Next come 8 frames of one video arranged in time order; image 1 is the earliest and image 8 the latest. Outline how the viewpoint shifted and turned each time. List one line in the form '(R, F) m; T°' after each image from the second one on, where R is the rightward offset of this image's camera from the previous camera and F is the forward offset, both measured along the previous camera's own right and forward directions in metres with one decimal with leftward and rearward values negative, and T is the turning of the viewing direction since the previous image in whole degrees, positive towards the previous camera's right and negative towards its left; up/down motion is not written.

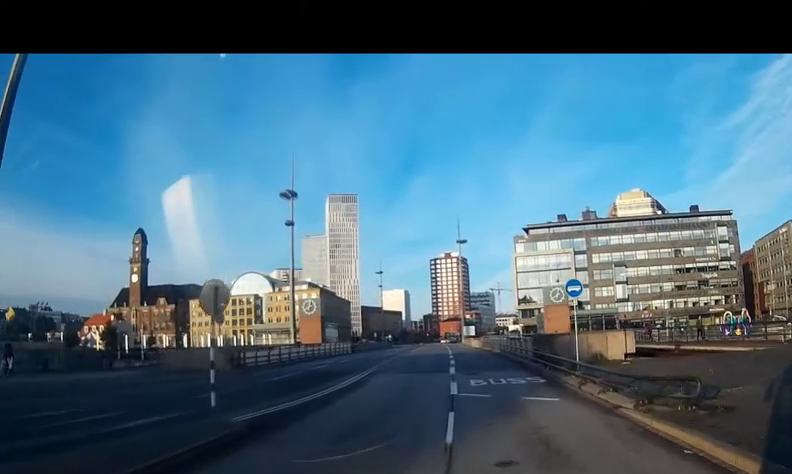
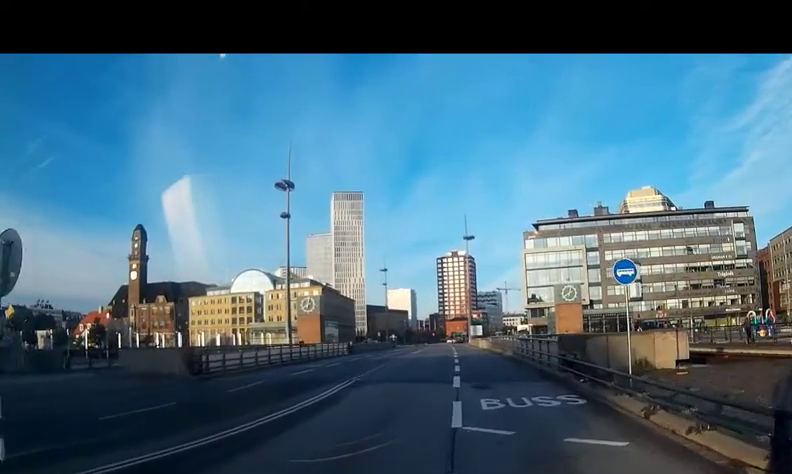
(+0.3, +4.9) m; -1°
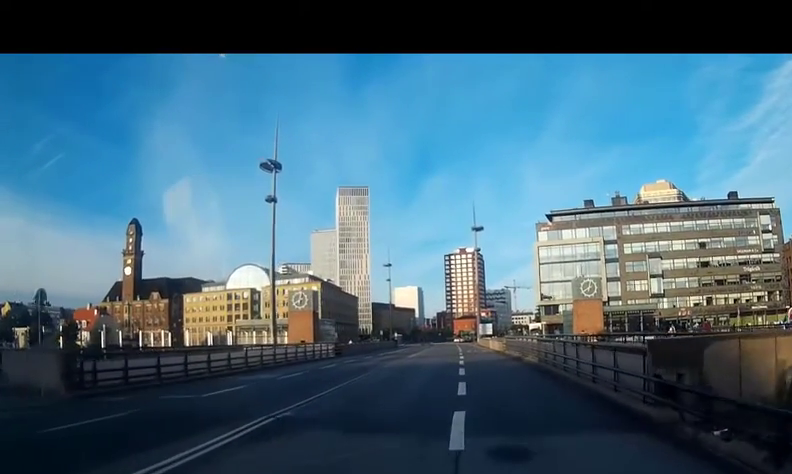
(-0.5, +8.0) m; -1°
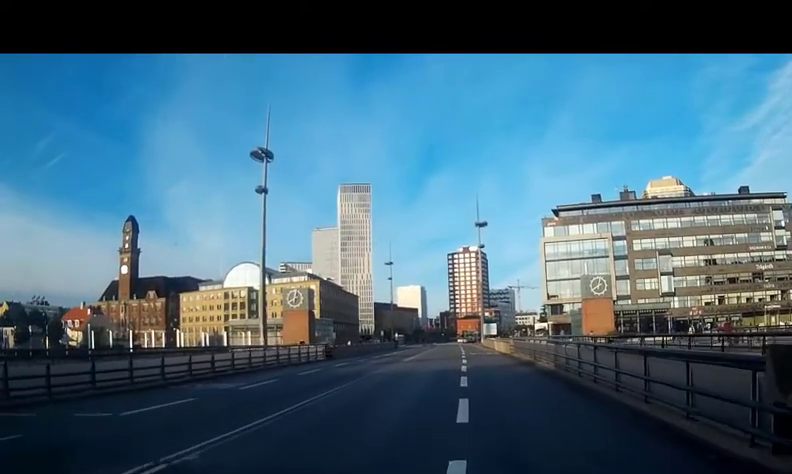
(+0.3, +4.0) m; +1°
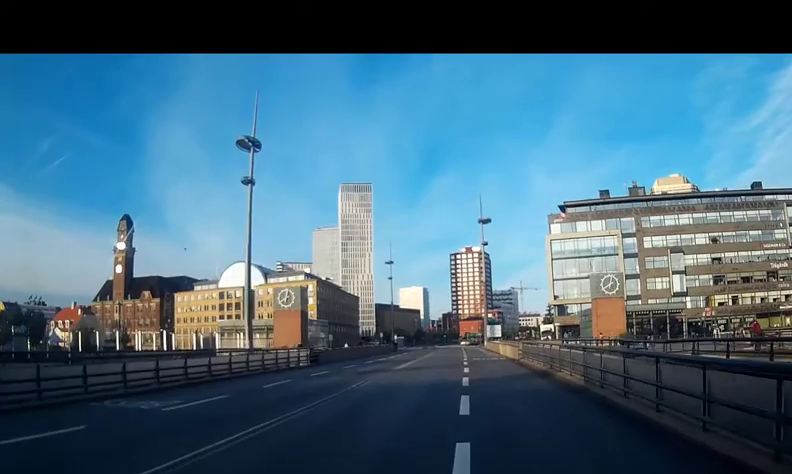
(-0.1, +4.8) m; -1°
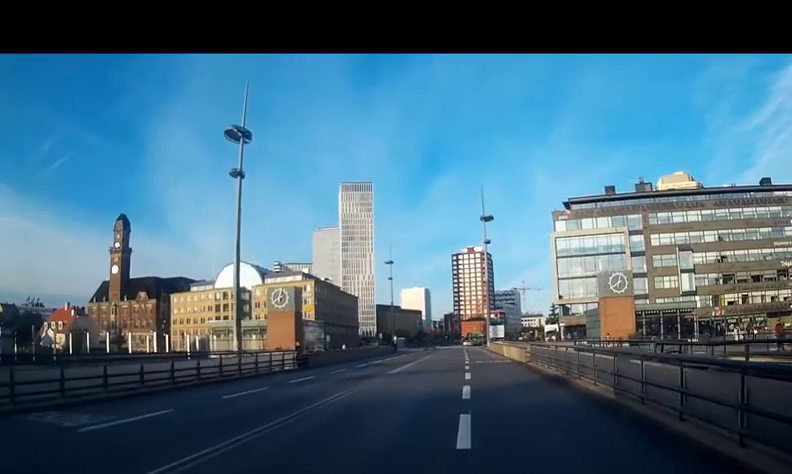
(-0.1, +3.3) m; -1°
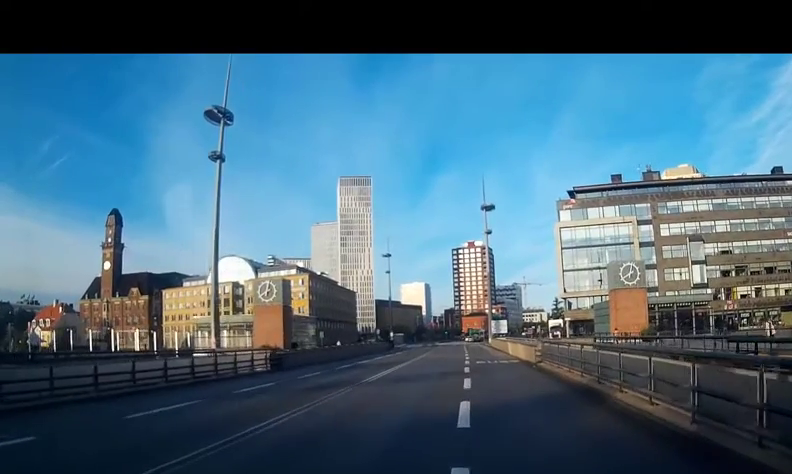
(0.0, +5.0) m; 0°
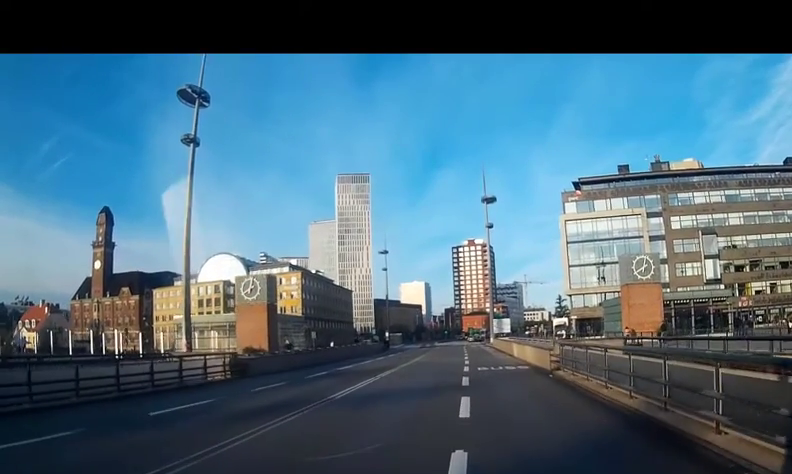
(0.0, +5.1) m; 0°
